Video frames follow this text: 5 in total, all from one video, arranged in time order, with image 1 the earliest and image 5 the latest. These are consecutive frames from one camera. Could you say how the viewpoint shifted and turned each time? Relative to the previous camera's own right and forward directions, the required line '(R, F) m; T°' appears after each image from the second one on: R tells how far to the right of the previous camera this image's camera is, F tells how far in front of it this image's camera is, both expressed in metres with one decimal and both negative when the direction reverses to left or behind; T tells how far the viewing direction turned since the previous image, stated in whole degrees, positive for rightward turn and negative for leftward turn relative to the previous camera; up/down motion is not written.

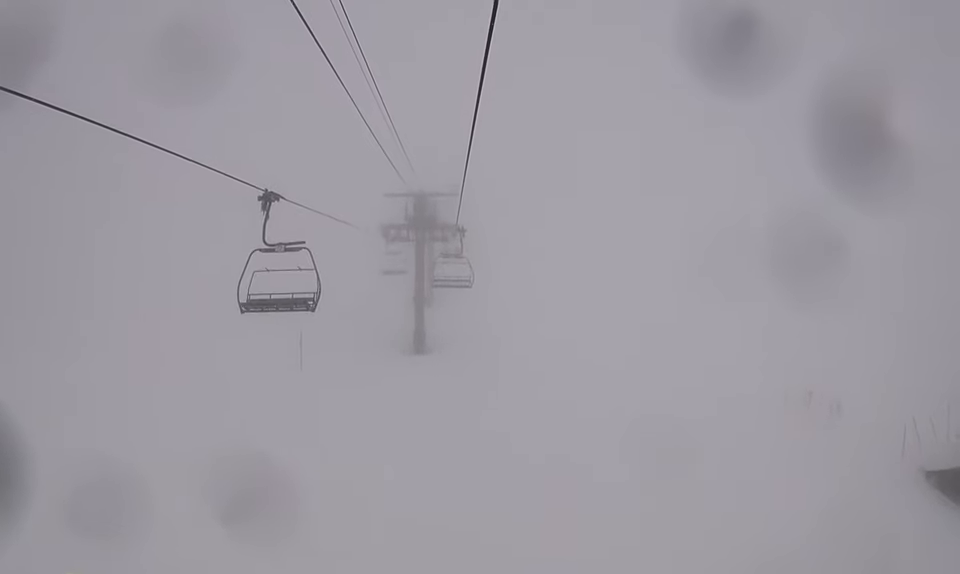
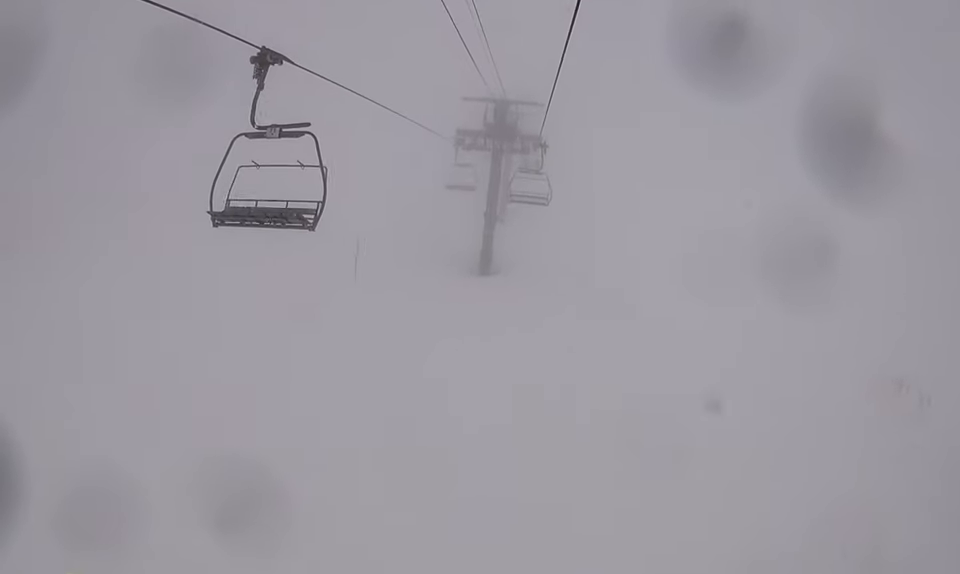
(0.0, +2.1) m; 0°
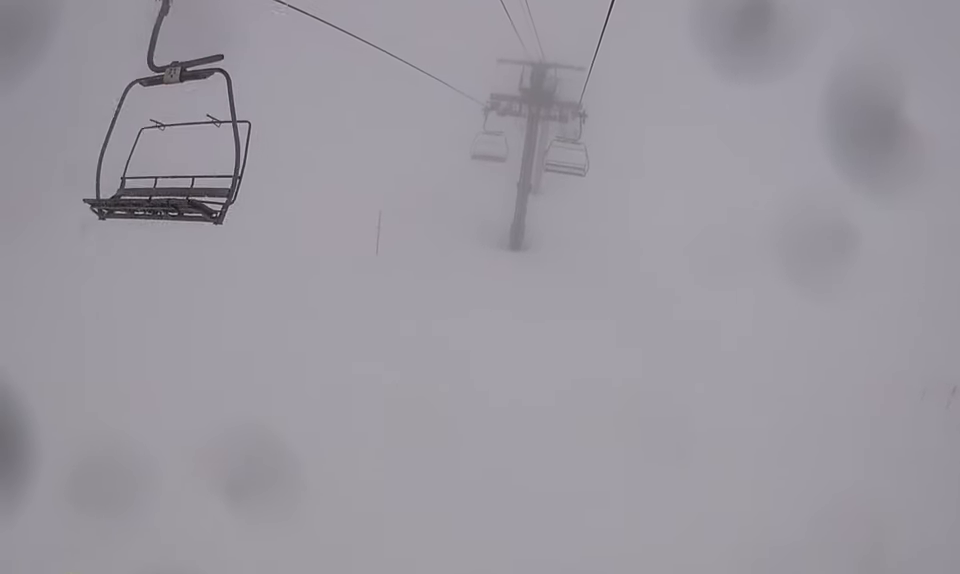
(0.0, +1.5) m; 0°
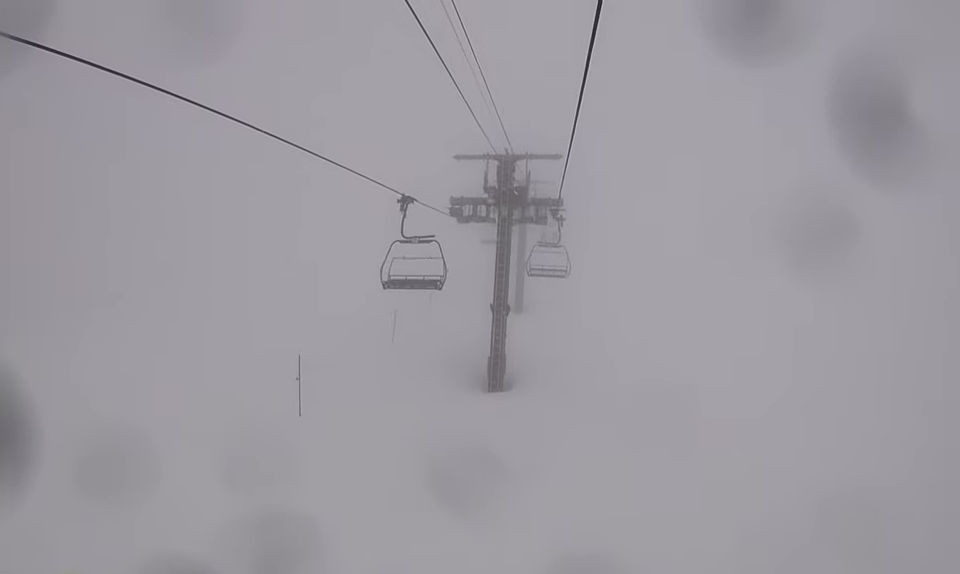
(0.0, +6.3) m; 0°
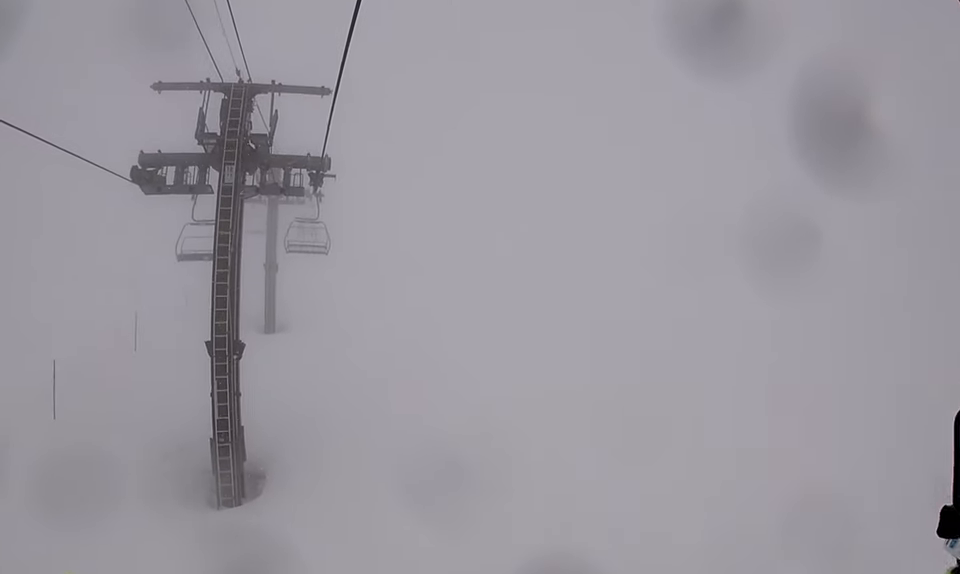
(+1.0, +8.5) m; +12°
